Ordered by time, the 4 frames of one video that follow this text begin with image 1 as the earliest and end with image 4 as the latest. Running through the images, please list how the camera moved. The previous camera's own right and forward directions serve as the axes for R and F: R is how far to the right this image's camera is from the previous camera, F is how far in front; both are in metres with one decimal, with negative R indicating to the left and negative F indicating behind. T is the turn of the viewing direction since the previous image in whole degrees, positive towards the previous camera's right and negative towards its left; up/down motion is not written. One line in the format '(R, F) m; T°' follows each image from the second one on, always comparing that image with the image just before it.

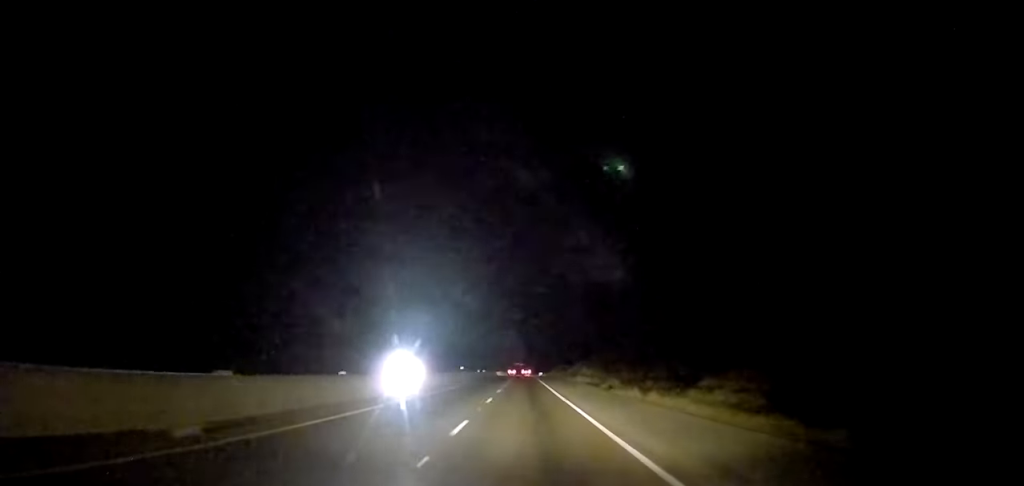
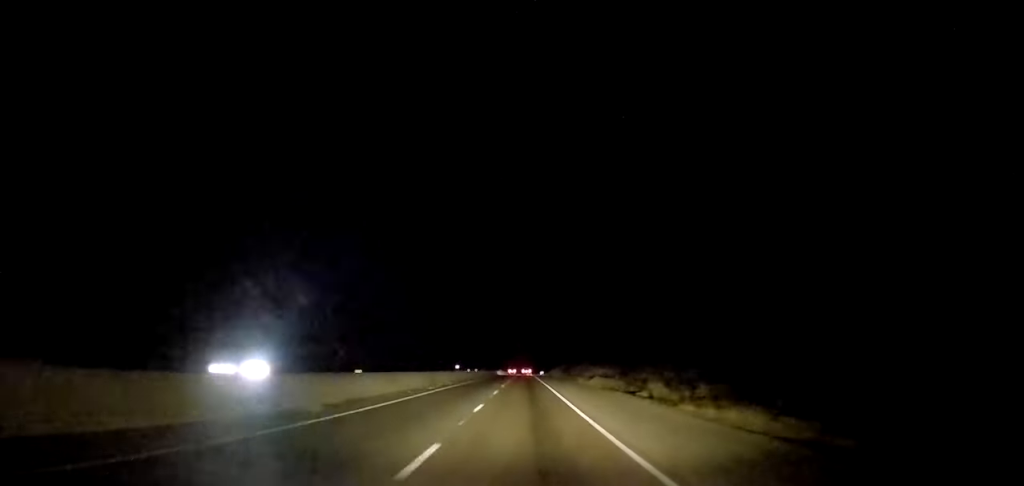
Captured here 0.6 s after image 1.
(+0.2, +17.2) m; 0°
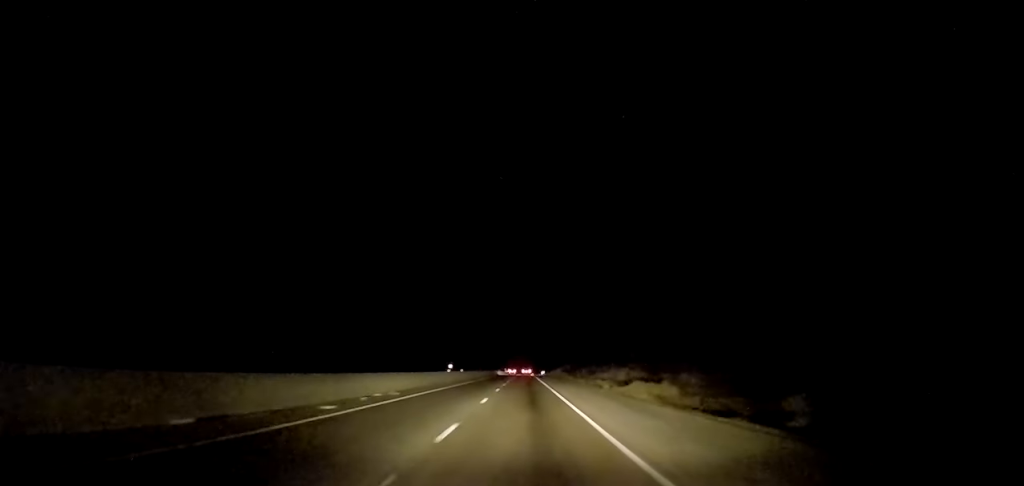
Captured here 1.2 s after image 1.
(0.0, +20.3) m; -1°
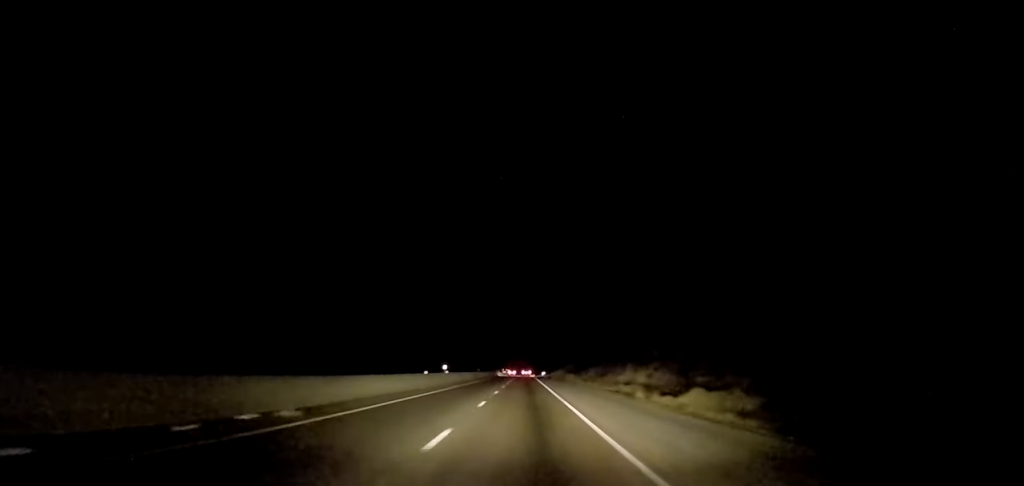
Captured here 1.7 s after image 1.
(0.0, +13.2) m; -1°
